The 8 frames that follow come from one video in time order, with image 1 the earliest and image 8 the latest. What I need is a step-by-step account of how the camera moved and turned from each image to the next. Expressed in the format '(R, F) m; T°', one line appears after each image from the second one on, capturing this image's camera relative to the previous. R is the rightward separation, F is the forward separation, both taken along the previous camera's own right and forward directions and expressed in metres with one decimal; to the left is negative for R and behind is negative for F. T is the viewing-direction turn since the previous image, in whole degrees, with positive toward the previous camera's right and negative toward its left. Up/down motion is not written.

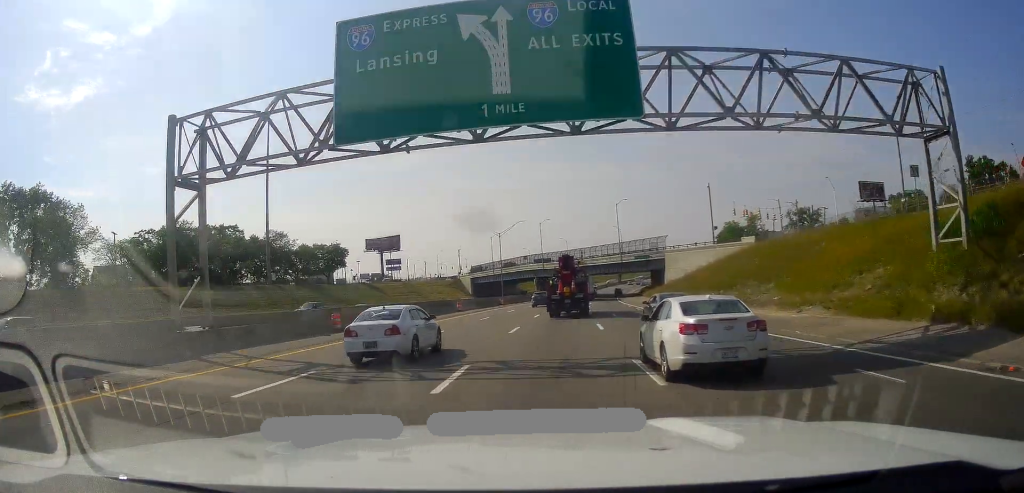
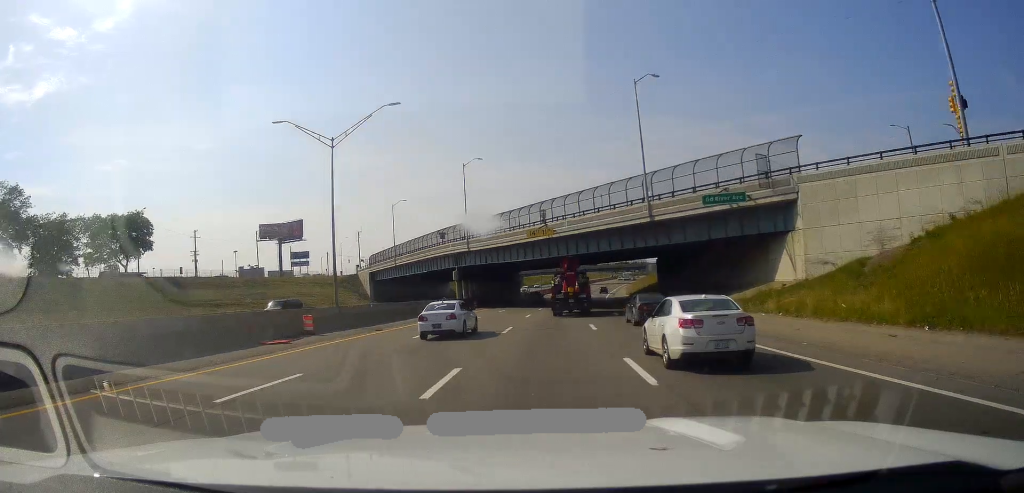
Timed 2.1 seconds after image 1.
(+3.0, +60.9) m; +4°
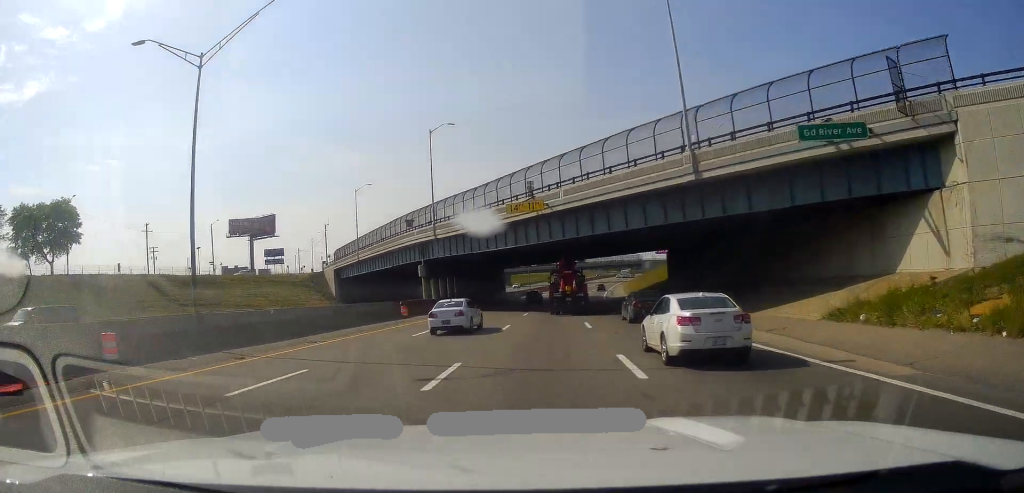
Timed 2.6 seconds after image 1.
(+0.1, +14.5) m; +1°
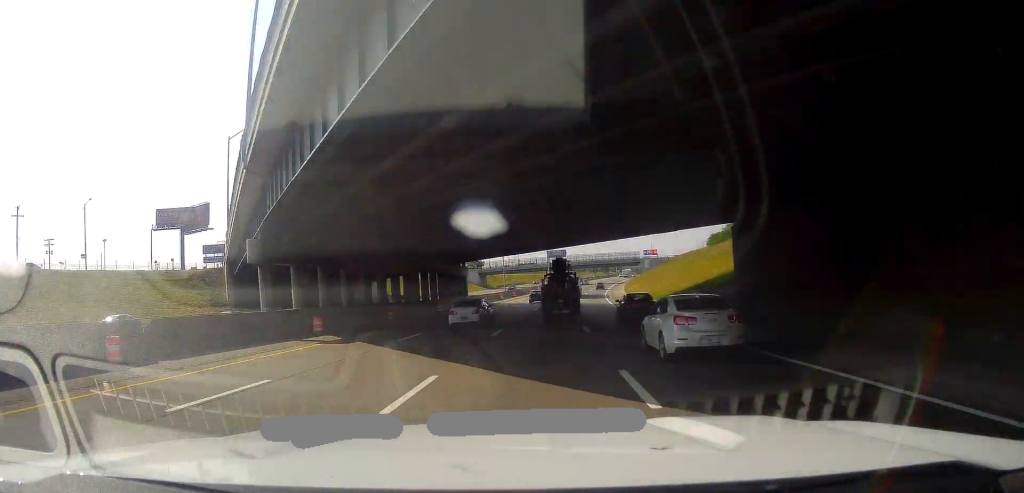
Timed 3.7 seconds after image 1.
(+0.4, +31.7) m; +1°
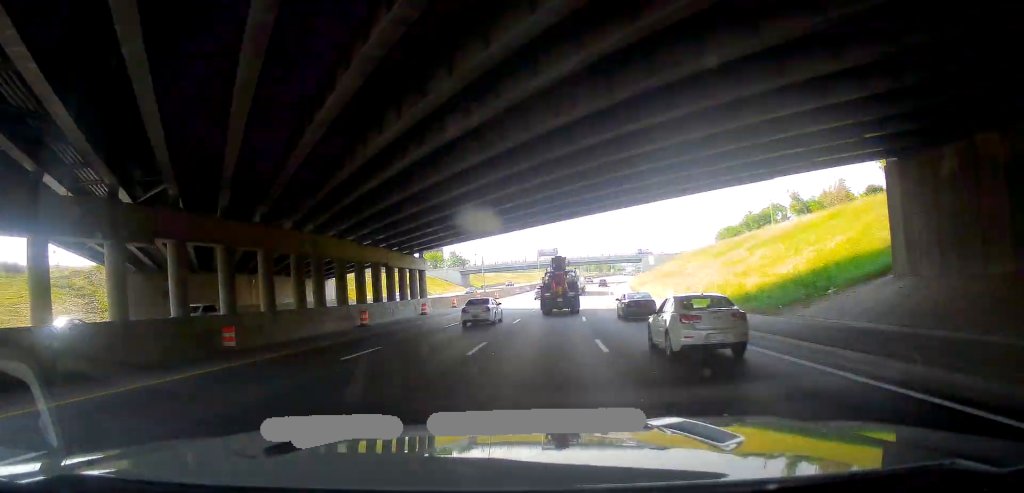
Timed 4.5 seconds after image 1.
(+0.1, +21.2) m; +1°
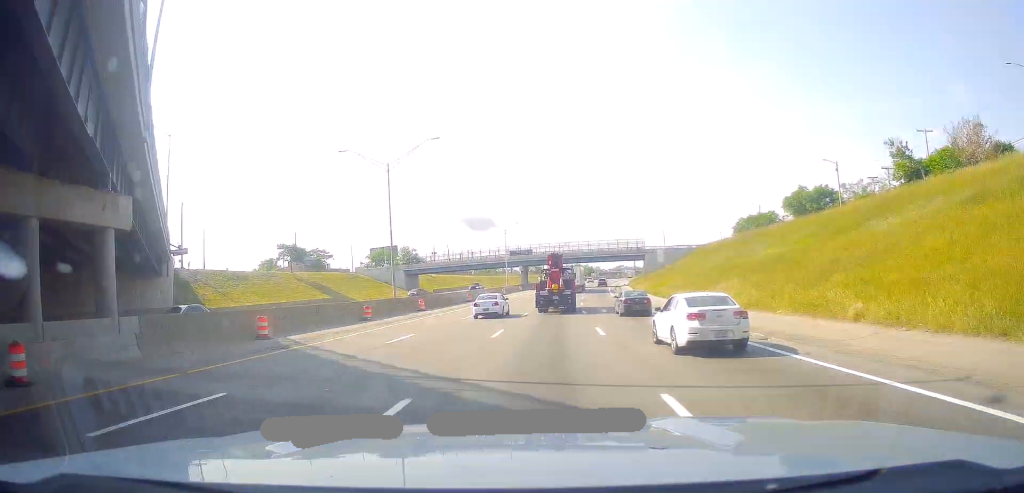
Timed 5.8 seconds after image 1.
(+0.5, +40.0) m; +2°
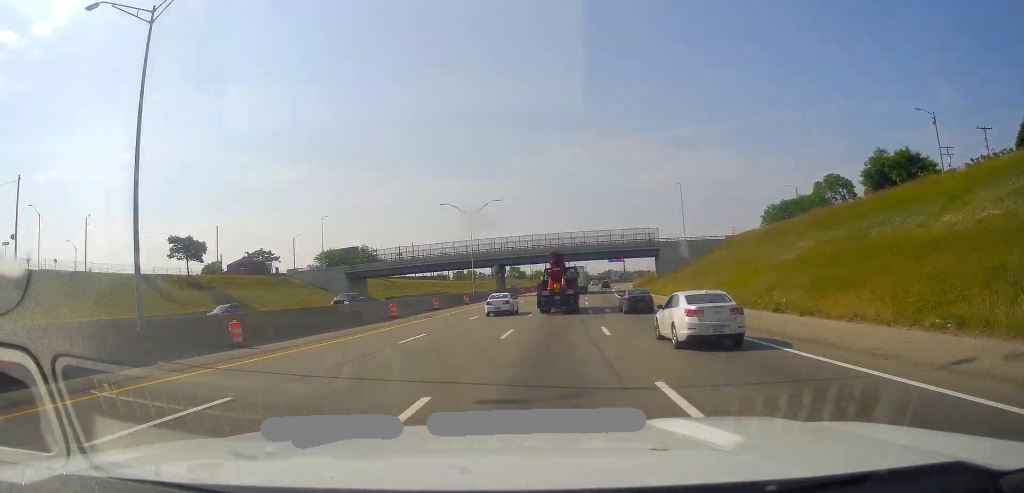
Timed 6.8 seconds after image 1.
(+0.6, +29.9) m; +2°
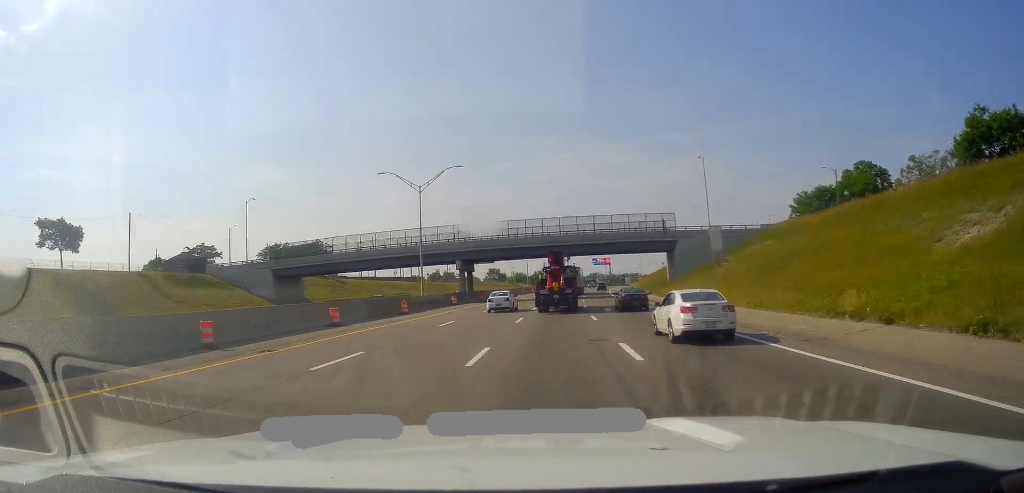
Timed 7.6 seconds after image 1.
(+0.3, +23.2) m; +2°
